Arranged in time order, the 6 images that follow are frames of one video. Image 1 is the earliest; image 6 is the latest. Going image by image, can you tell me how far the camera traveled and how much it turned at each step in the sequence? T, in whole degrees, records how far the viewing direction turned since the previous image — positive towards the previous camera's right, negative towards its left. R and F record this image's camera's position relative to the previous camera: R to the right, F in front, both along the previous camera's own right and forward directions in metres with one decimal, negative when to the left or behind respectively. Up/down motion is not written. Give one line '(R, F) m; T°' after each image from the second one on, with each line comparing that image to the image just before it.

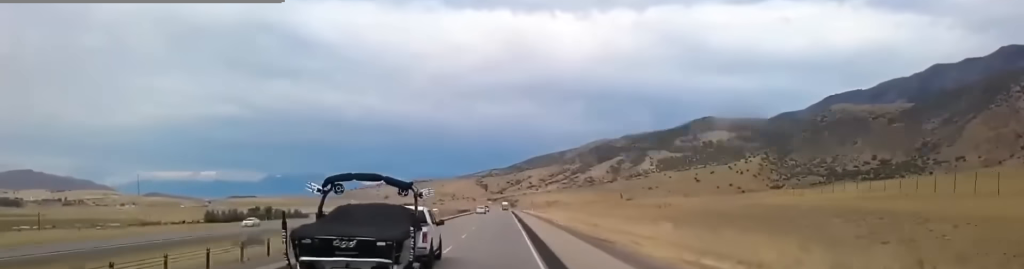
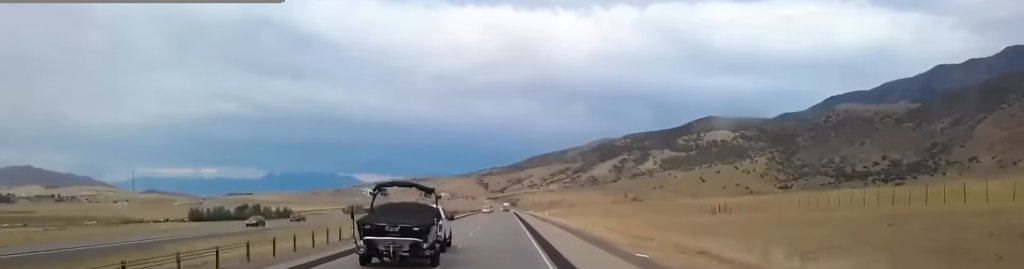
(+0.2, +44.6) m; 0°
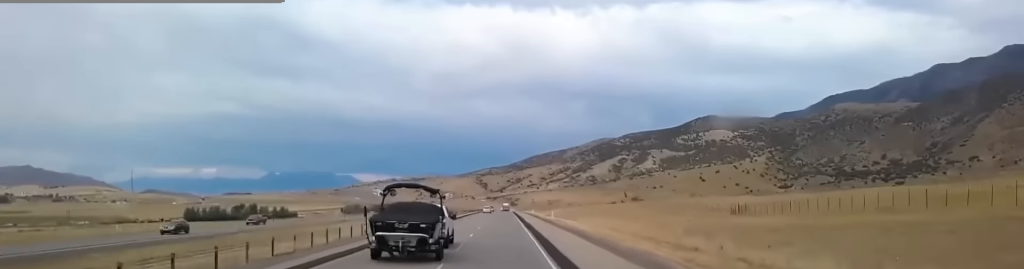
(0.0, +11.6) m; 0°
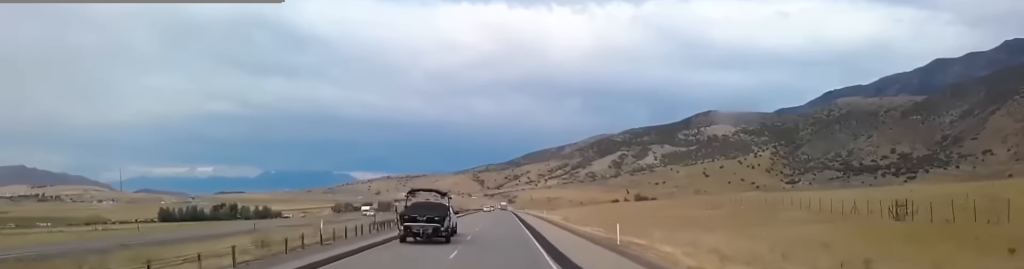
(0.0, +47.5) m; 0°
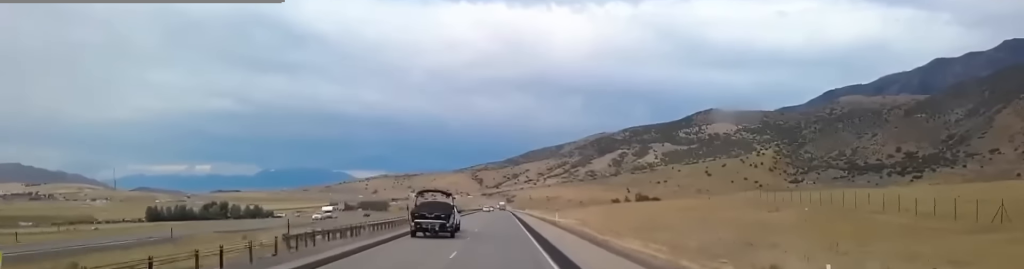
(0.0, +20.2) m; 0°
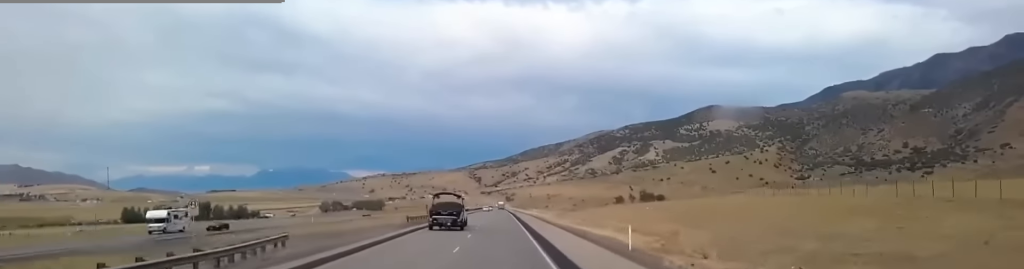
(-0.3, +39.3) m; 0°
